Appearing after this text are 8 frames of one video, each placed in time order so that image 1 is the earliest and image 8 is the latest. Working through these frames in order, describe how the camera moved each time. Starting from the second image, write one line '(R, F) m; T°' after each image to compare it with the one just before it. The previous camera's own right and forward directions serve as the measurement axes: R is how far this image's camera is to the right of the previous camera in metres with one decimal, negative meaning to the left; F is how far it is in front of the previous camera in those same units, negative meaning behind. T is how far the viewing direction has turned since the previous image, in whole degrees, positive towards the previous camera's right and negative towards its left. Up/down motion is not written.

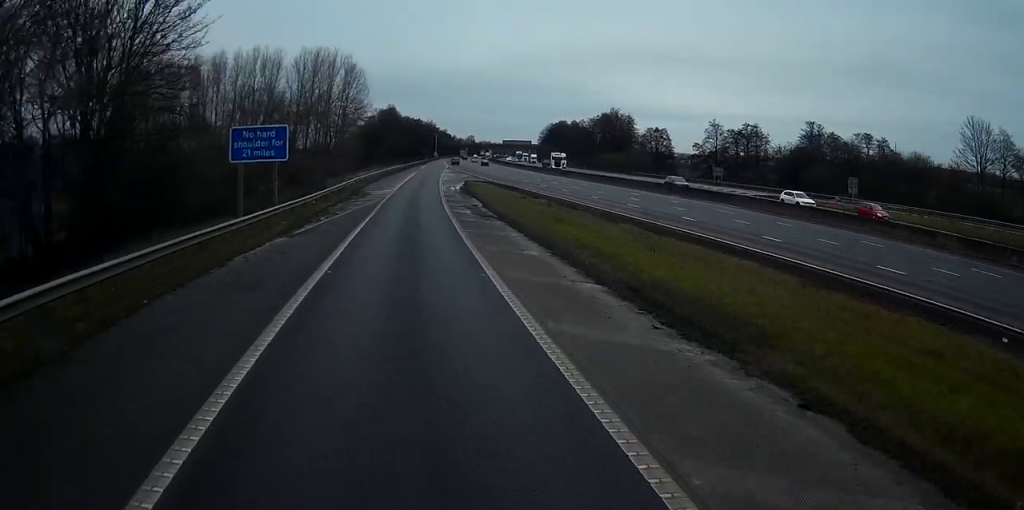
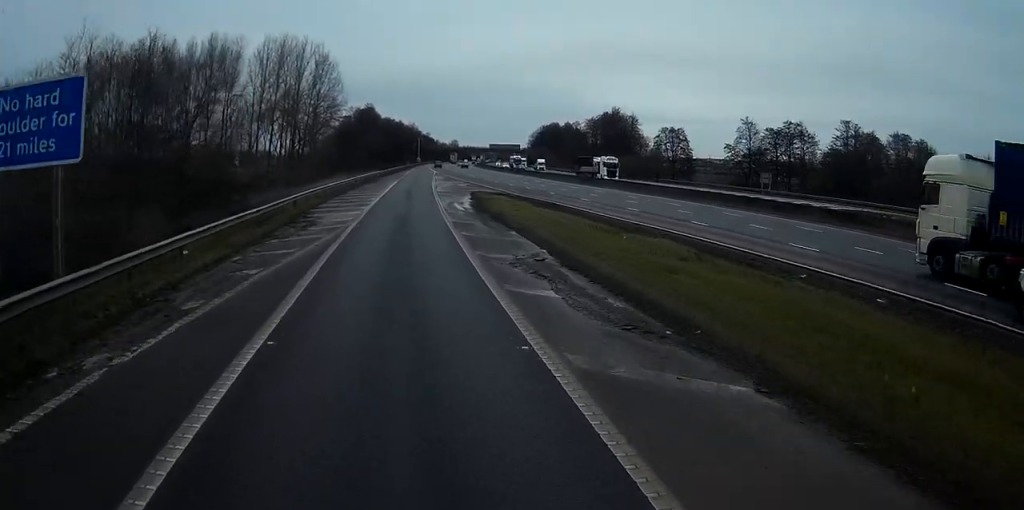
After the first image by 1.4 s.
(+0.4, +25.2) m; +1°
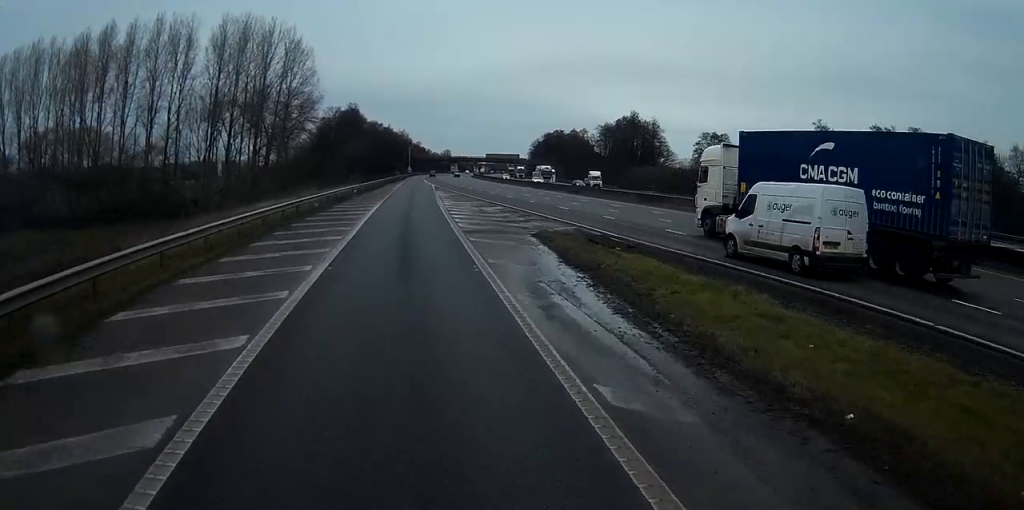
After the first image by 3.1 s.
(+0.2, +31.0) m; +1°
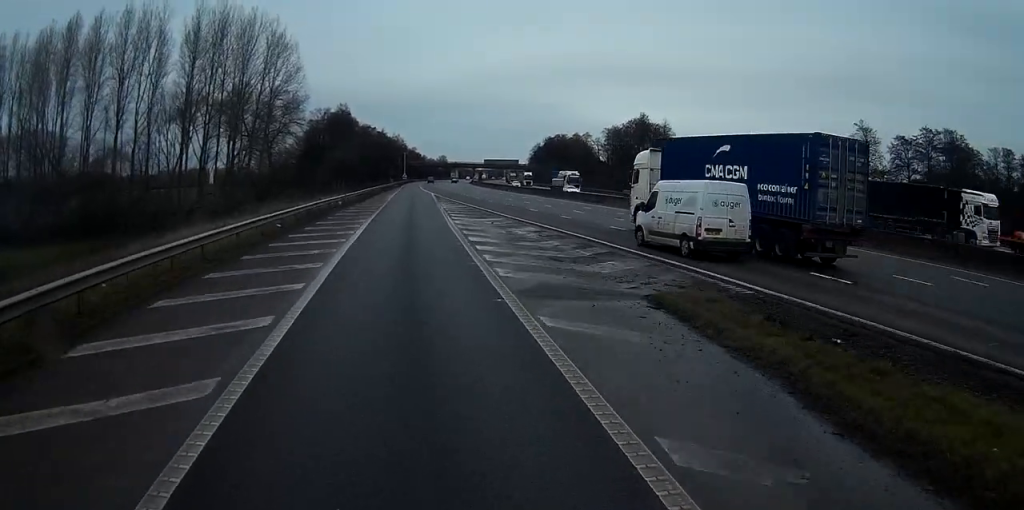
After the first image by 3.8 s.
(0.0, +13.6) m; 0°
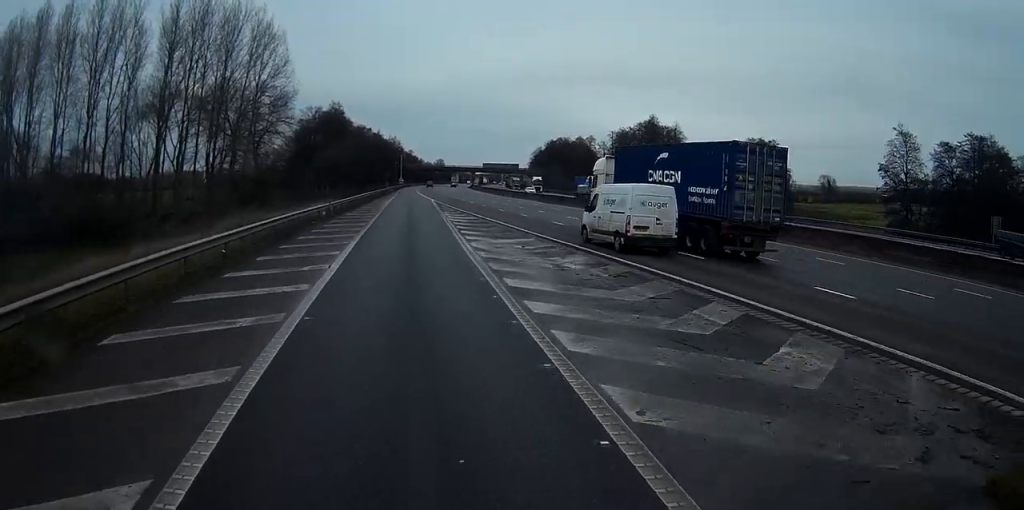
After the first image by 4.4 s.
(0.0, +10.4) m; +1°
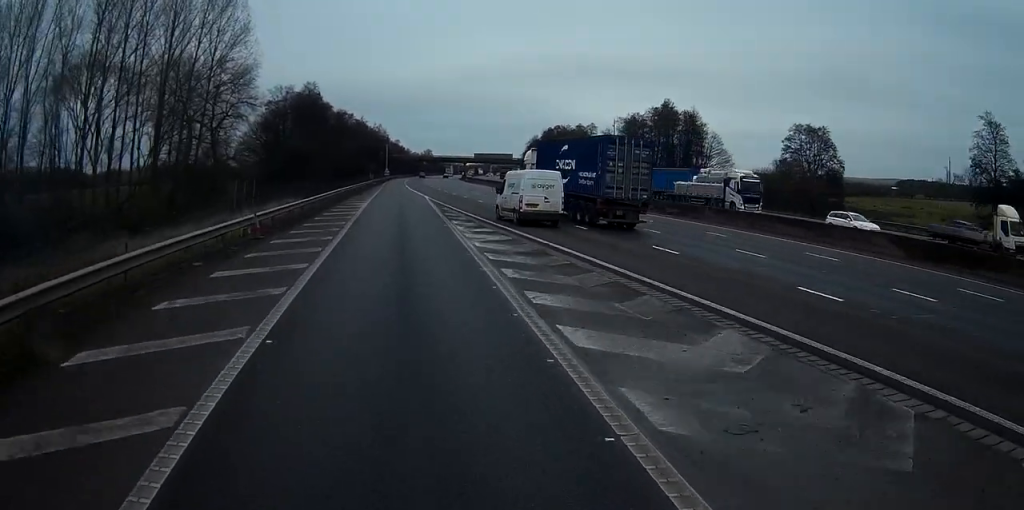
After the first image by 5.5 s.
(+0.2, +20.4) m; +1°
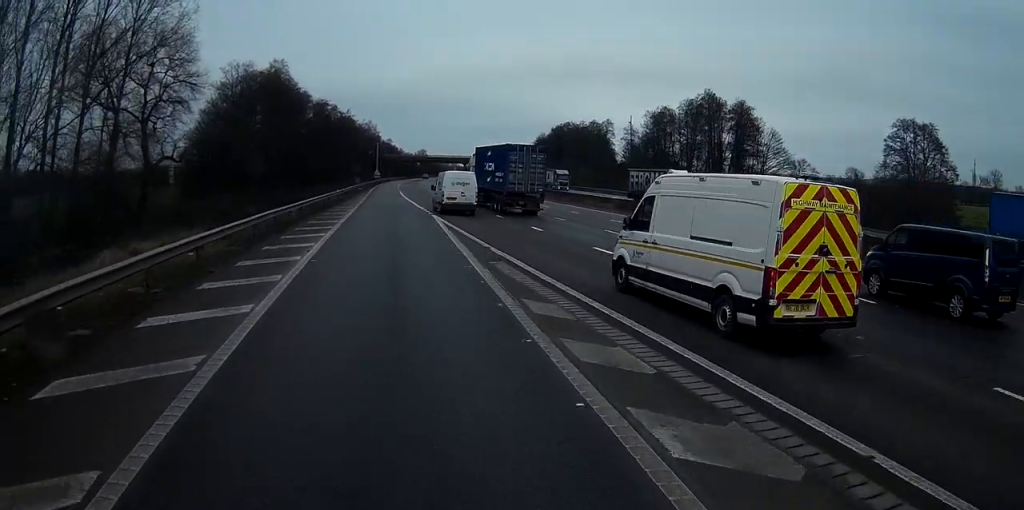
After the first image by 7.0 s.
(+0.2, +27.2) m; +1°
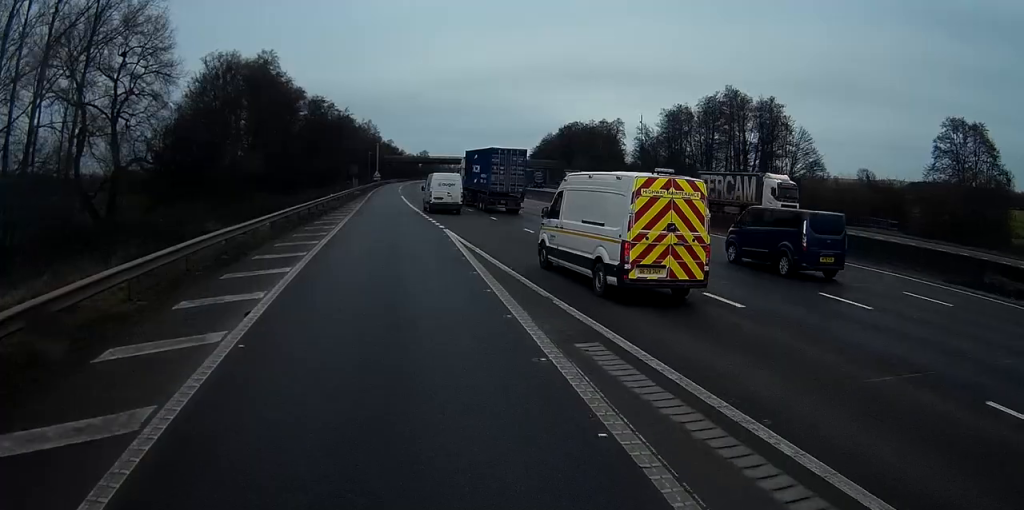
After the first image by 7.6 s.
(0.0, +9.4) m; 0°
